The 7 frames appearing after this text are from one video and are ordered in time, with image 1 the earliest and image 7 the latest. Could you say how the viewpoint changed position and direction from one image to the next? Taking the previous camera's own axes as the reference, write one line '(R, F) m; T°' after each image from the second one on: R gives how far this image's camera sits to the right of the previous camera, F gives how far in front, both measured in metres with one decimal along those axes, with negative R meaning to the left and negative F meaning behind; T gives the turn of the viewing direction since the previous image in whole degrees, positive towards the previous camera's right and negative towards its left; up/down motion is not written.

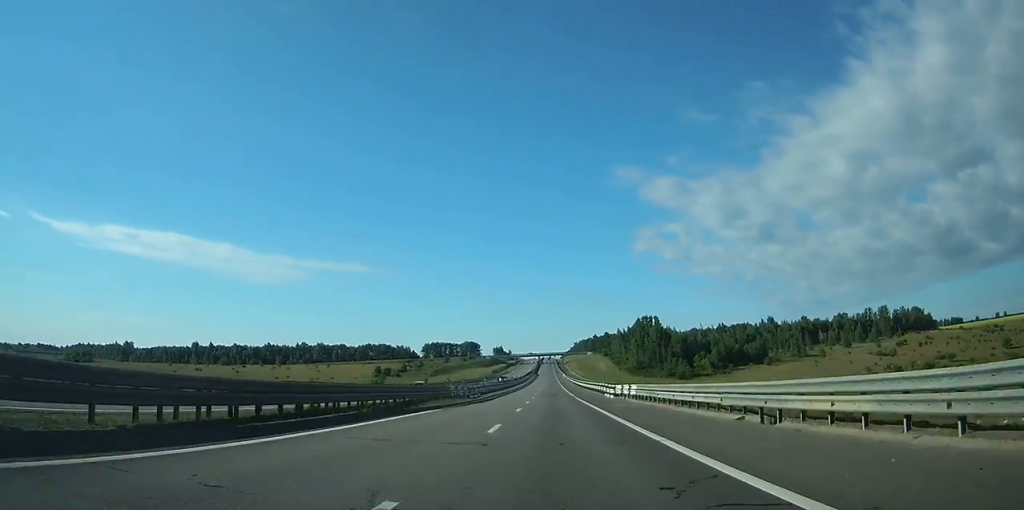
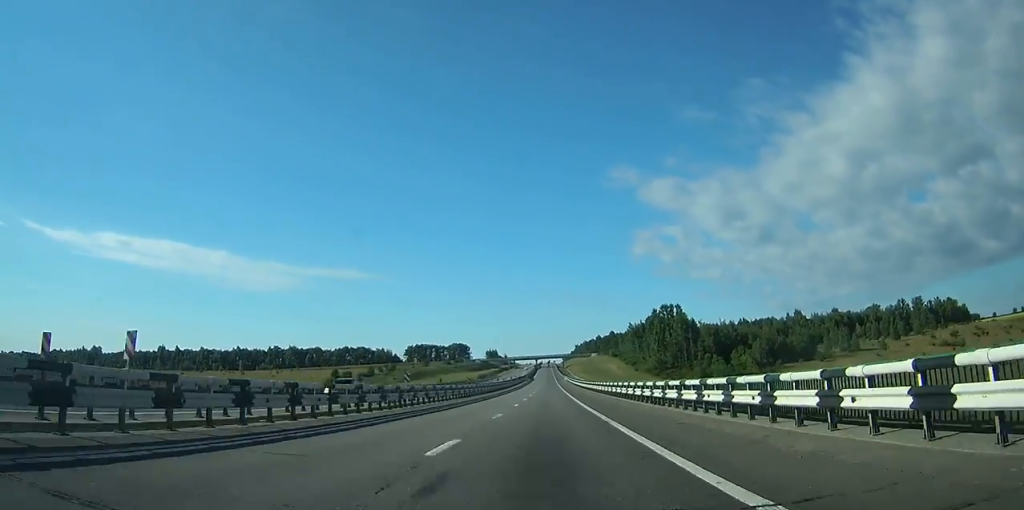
(0.0, +51.2) m; 0°
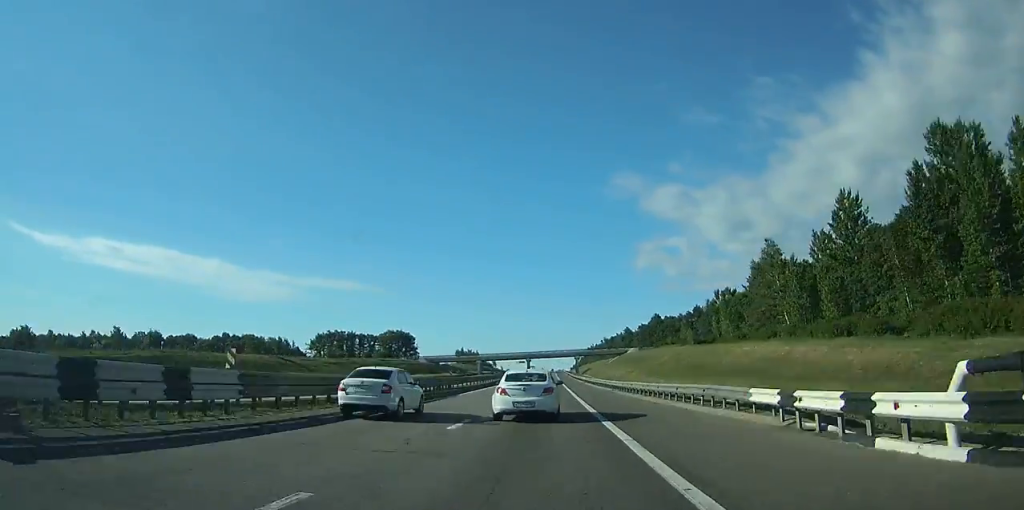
(+0.1, +165.3) m; 0°
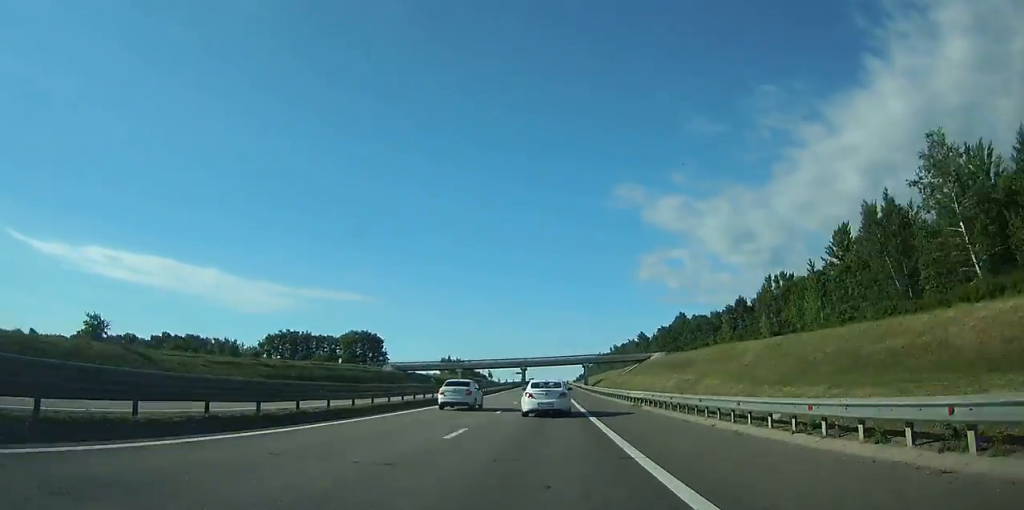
(0.0, +46.8) m; 0°
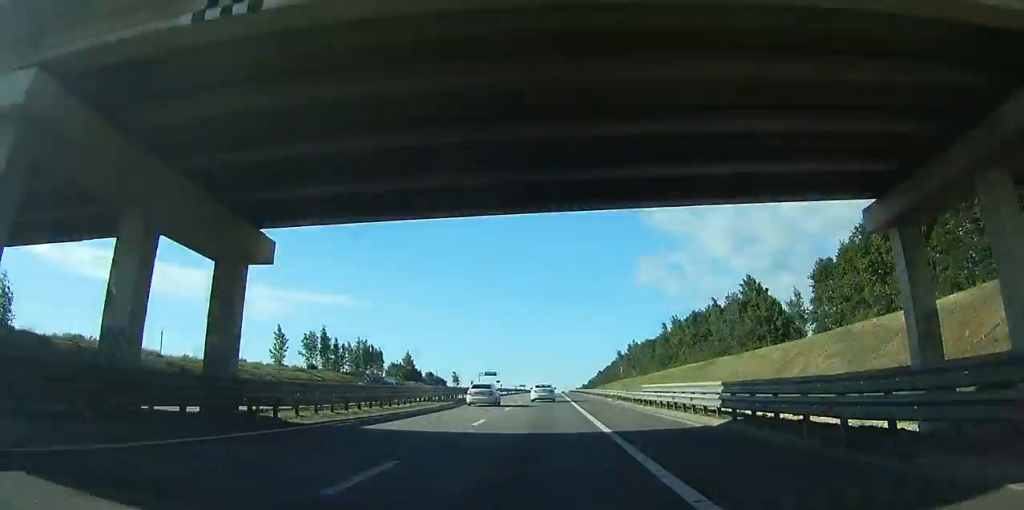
(-0.4, +167.0) m; 0°
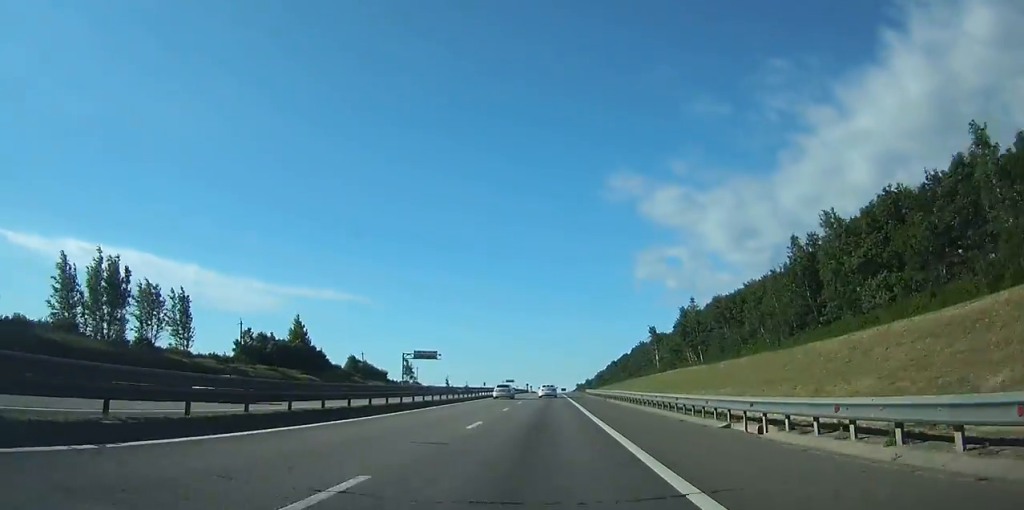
(+0.2, +102.6) m; 0°
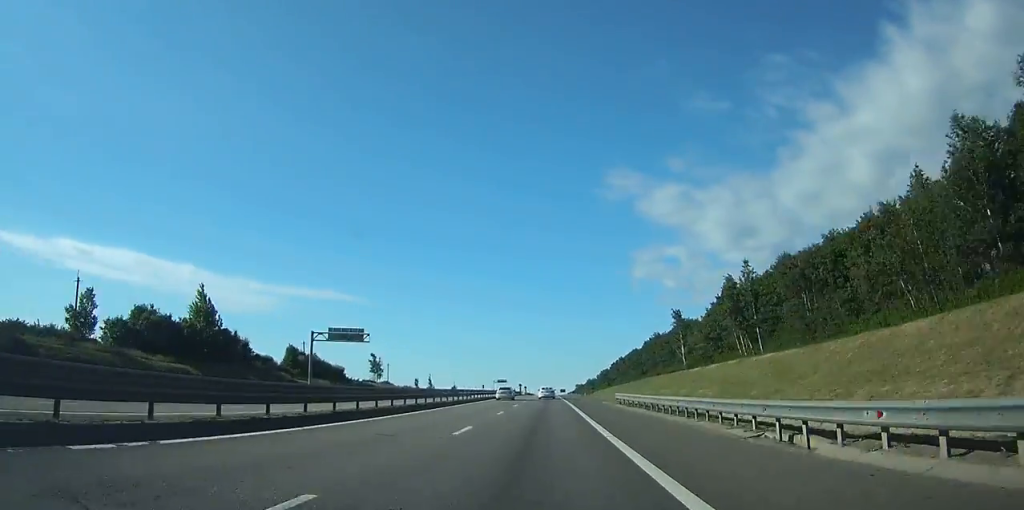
(0.0, +39.1) m; 0°
